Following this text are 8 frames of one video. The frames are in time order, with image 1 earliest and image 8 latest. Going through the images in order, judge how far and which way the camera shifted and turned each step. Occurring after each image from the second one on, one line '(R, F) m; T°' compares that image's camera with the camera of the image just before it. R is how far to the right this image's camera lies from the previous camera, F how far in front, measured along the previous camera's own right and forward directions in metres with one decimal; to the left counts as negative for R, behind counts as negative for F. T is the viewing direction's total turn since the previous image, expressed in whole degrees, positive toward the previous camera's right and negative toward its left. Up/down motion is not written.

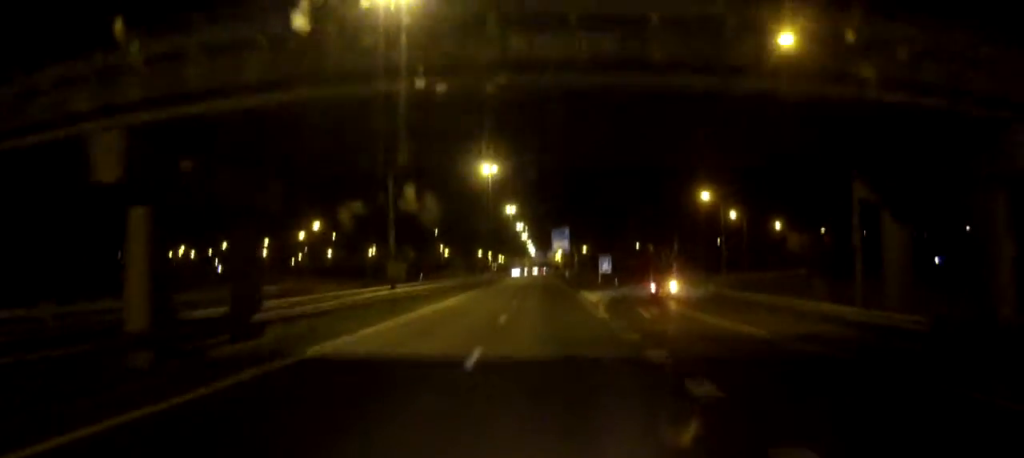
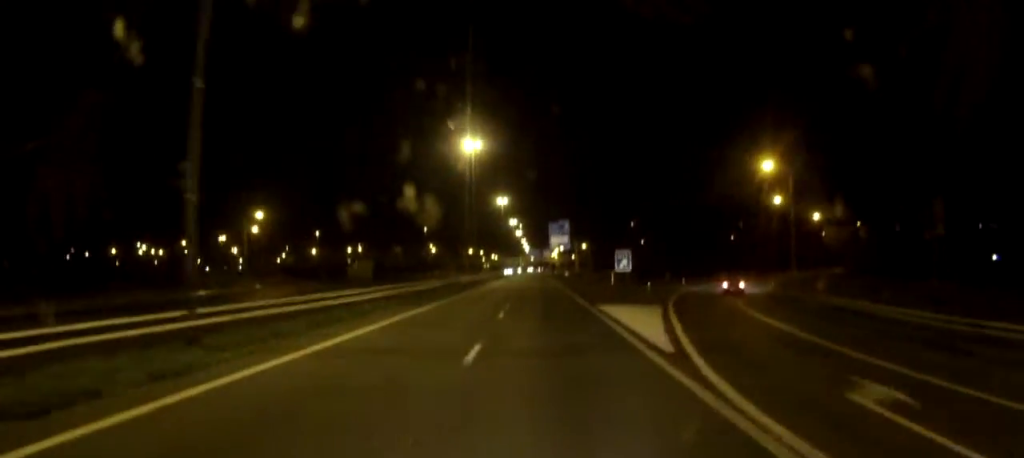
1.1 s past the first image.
(+0.2, +23.6) m; +1°
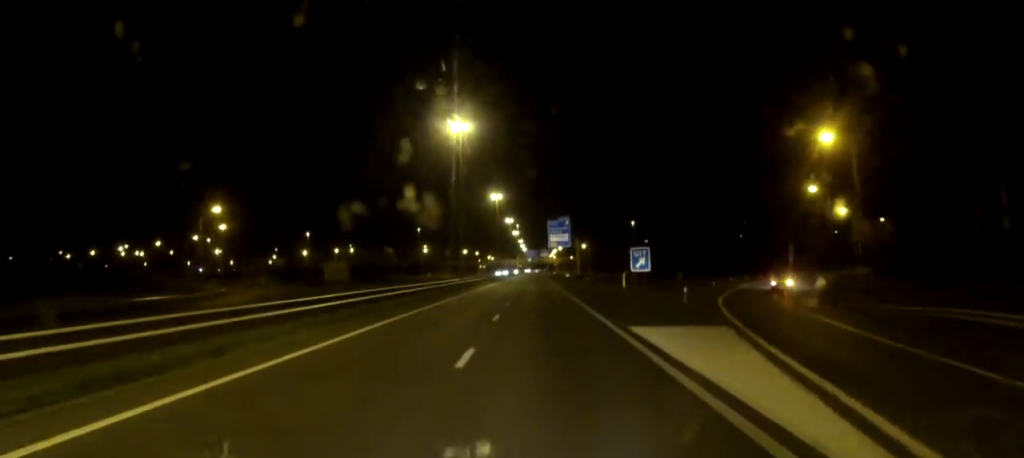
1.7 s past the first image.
(0.0, +12.9) m; 0°
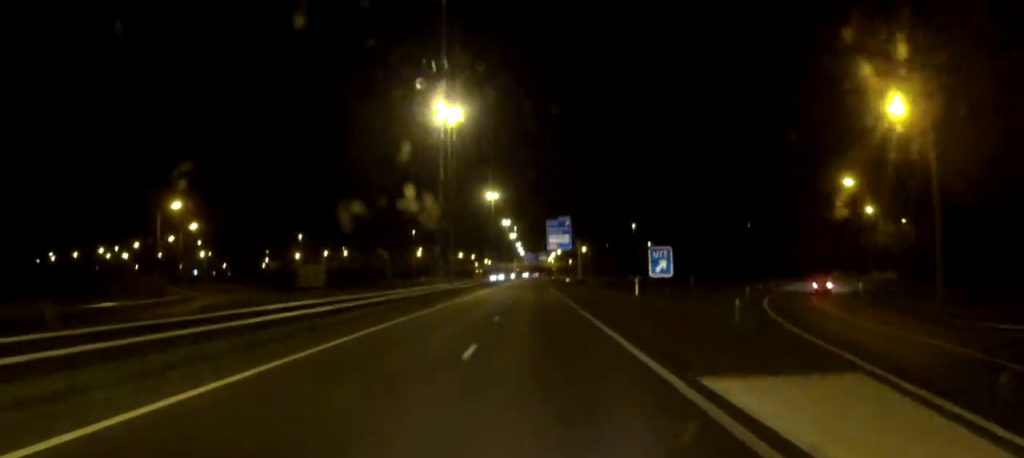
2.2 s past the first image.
(0.0, +9.9) m; 0°
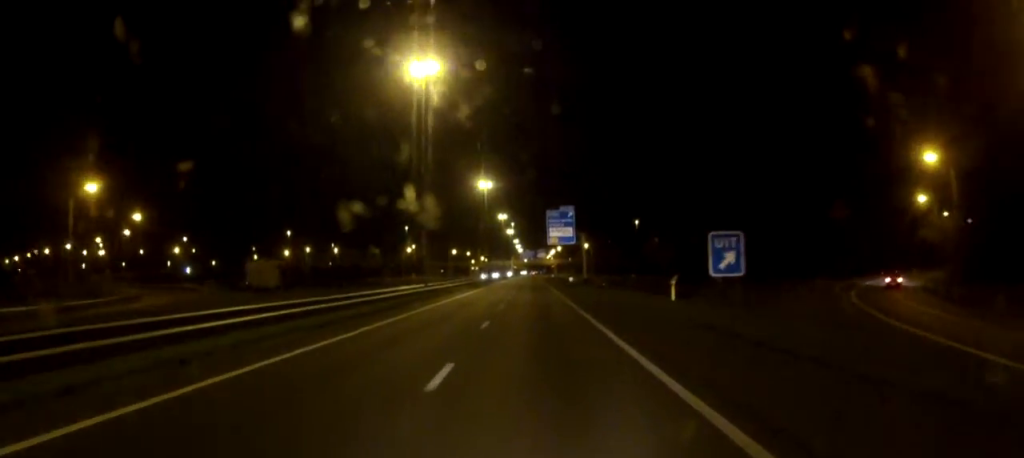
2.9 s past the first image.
(0.0, +16.3) m; 0°
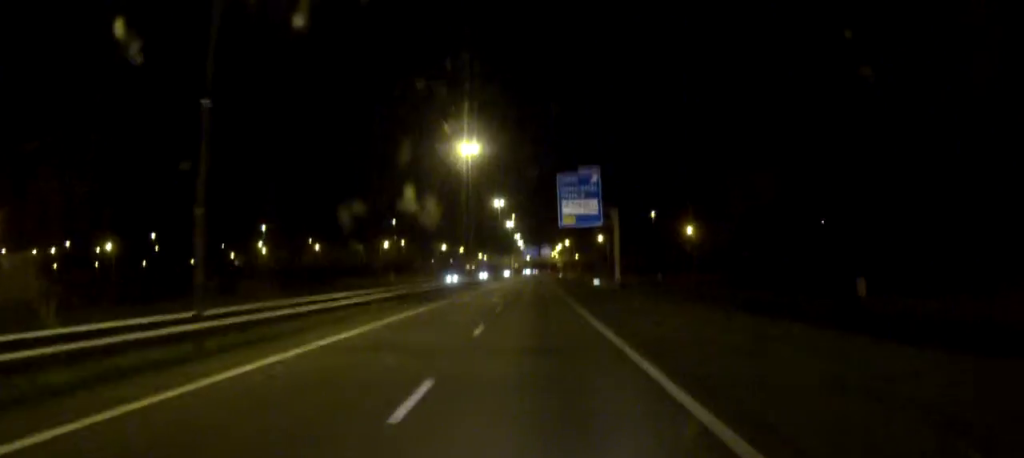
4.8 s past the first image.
(-0.1, +38.8) m; 0°
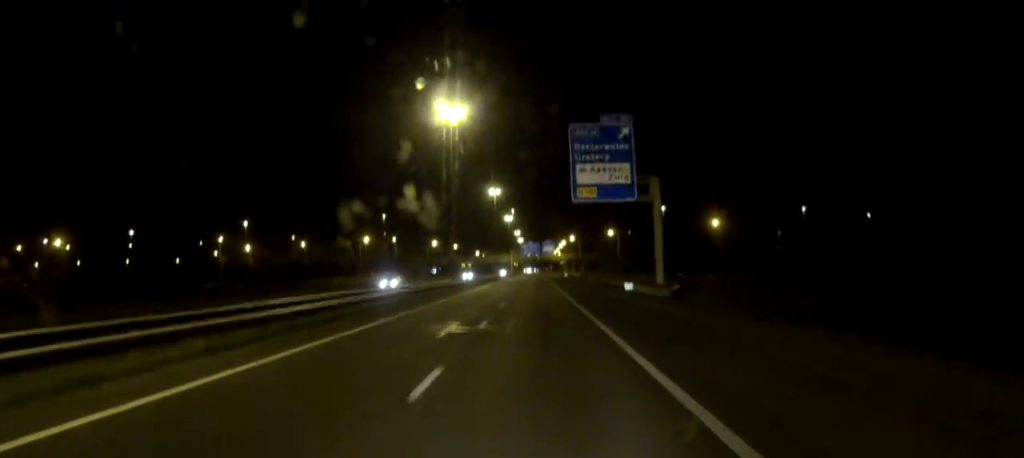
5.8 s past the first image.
(-0.1, +22.6) m; 0°
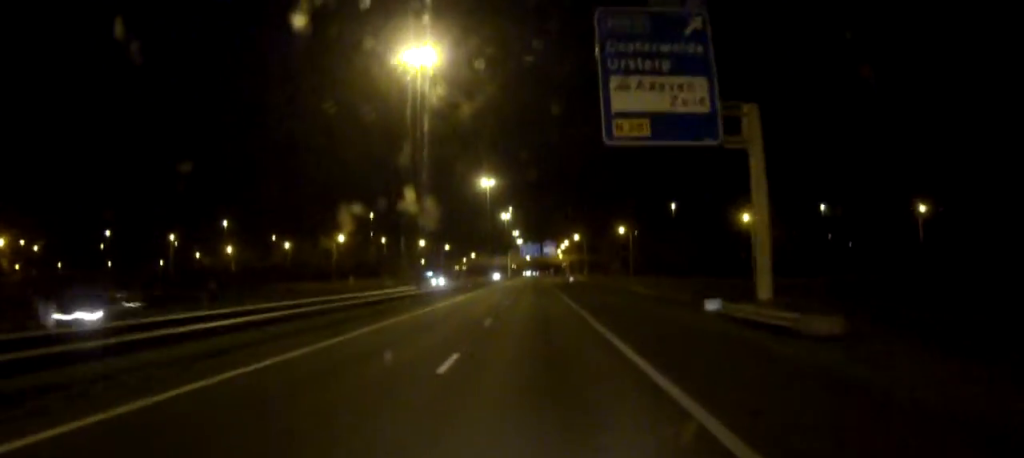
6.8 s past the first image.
(+0.1, +21.2) m; 0°
